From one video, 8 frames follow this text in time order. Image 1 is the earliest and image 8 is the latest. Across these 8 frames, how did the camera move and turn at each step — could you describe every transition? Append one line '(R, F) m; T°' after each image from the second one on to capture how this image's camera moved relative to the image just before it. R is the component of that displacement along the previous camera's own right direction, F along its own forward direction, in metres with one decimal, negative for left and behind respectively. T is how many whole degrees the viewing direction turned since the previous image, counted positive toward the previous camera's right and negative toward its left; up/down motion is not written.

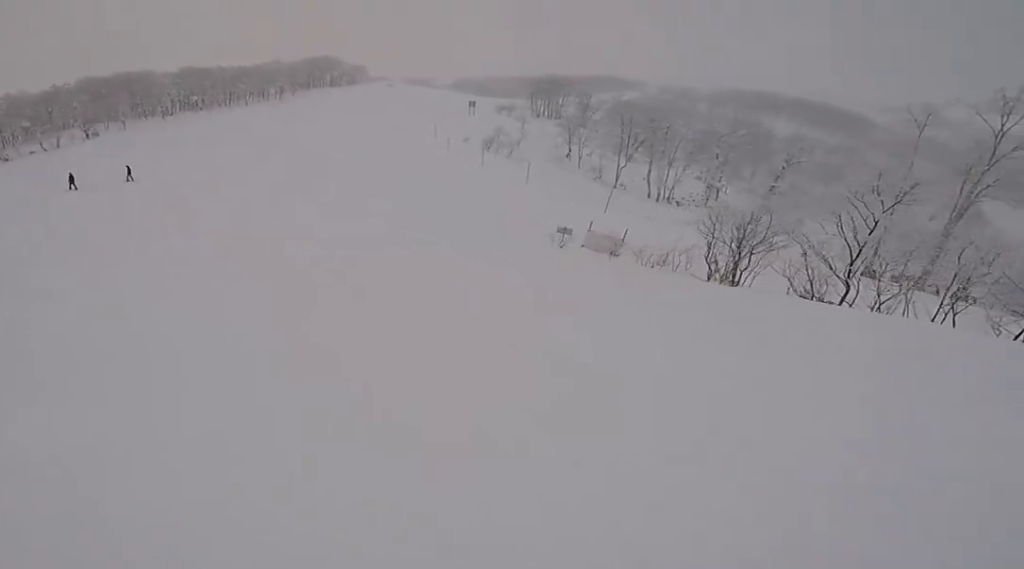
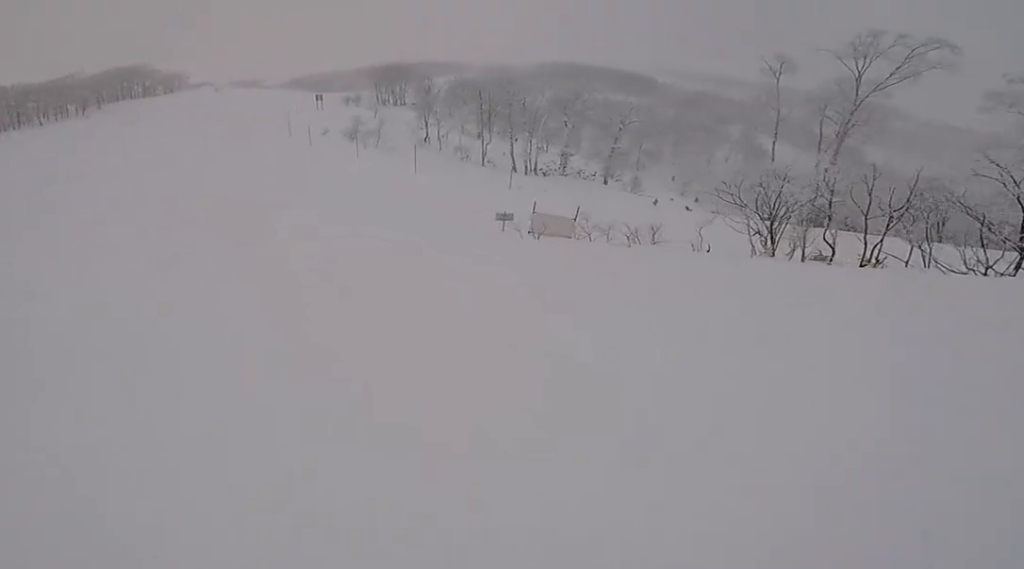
(+1.9, +4.3) m; +33°
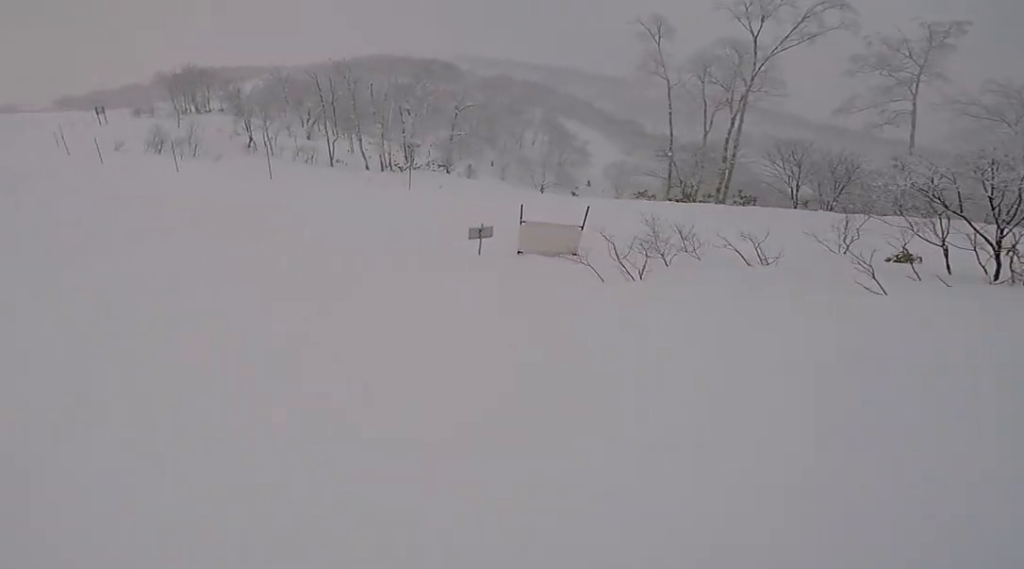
(+1.8, +6.2) m; +28°
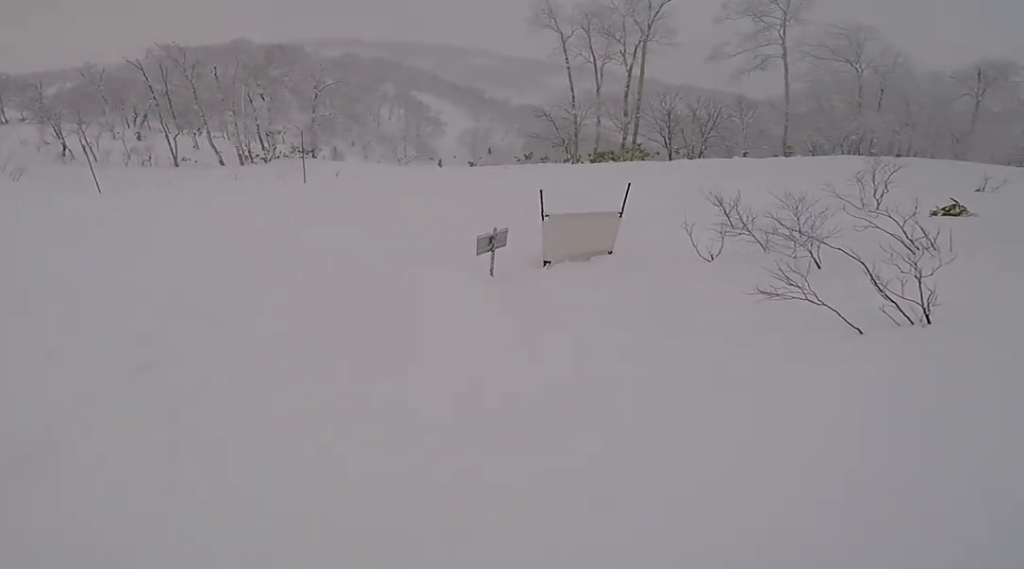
(+0.6, +4.3) m; +21°
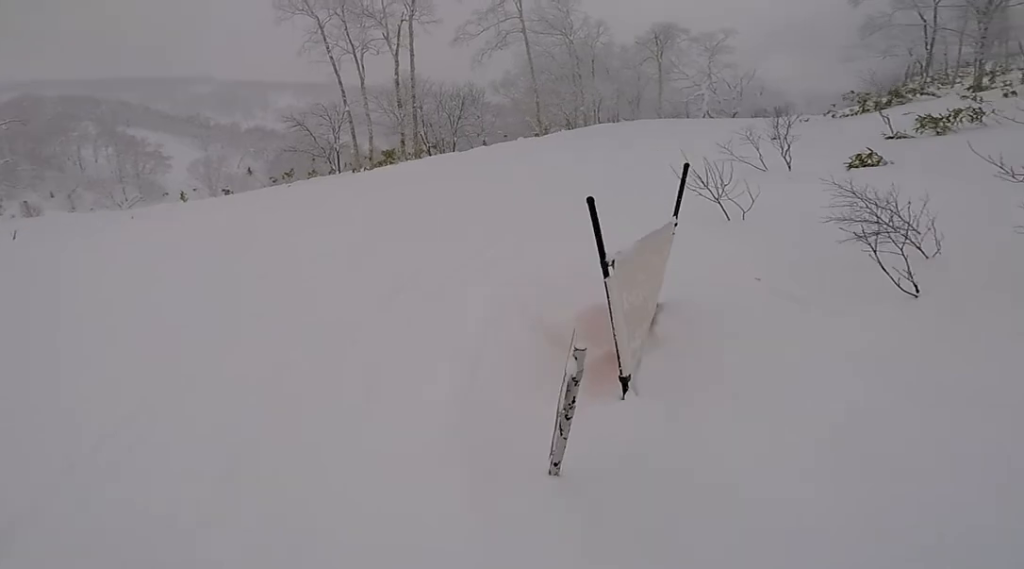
(+1.2, +4.9) m; +29°
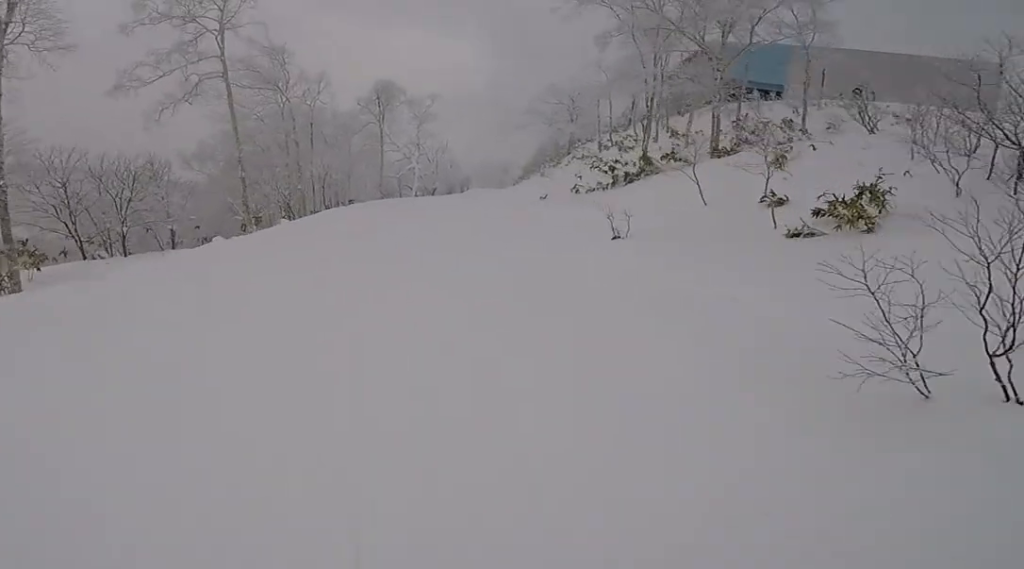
(+1.9, +7.7) m; +19°
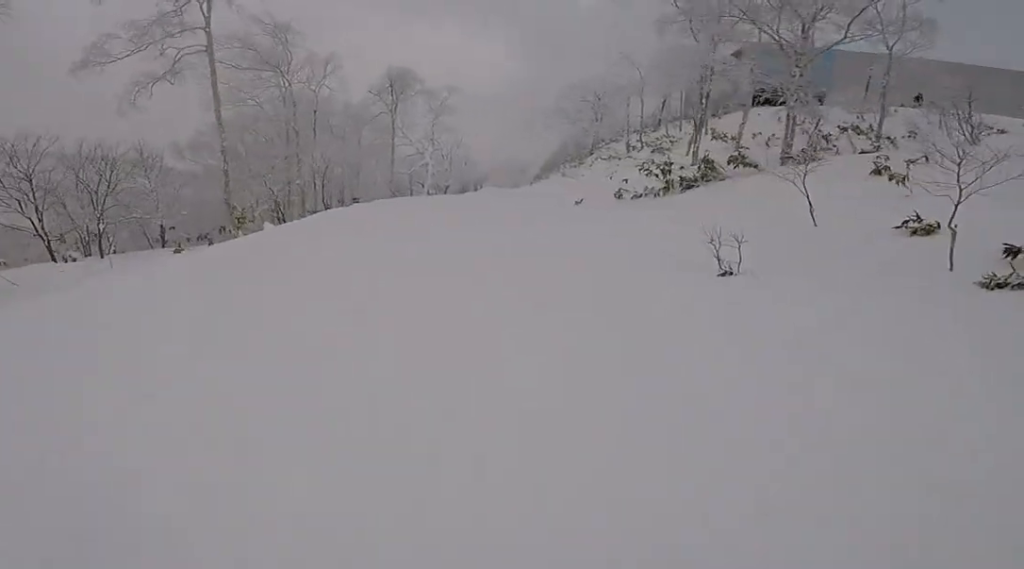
(-0.4, +3.0) m; +7°
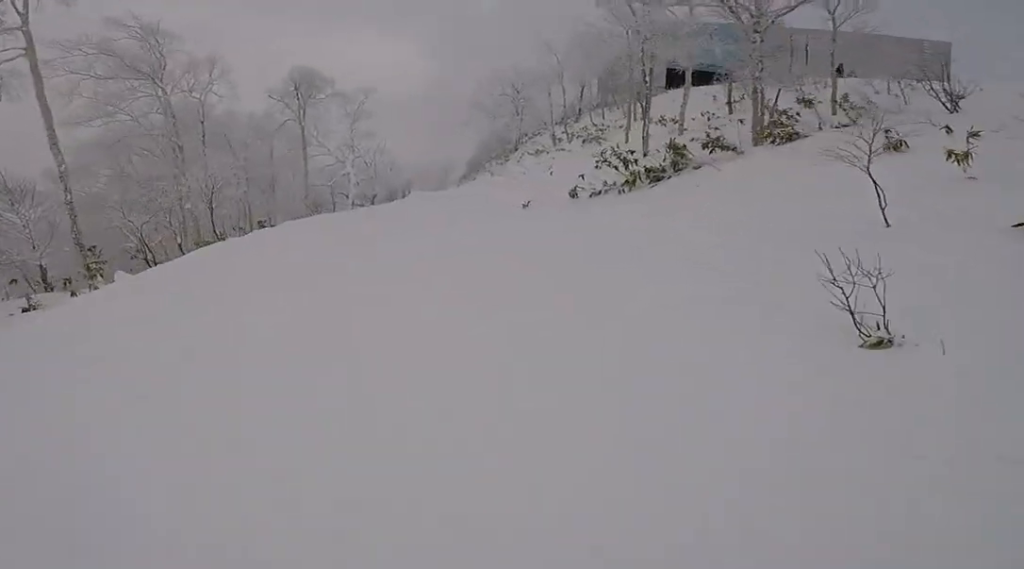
(+1.1, +3.4) m; +7°
